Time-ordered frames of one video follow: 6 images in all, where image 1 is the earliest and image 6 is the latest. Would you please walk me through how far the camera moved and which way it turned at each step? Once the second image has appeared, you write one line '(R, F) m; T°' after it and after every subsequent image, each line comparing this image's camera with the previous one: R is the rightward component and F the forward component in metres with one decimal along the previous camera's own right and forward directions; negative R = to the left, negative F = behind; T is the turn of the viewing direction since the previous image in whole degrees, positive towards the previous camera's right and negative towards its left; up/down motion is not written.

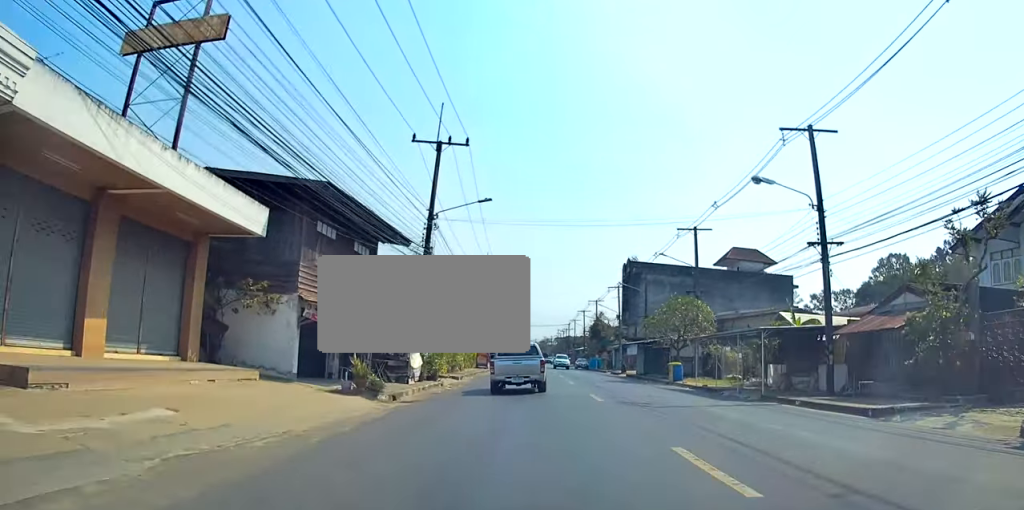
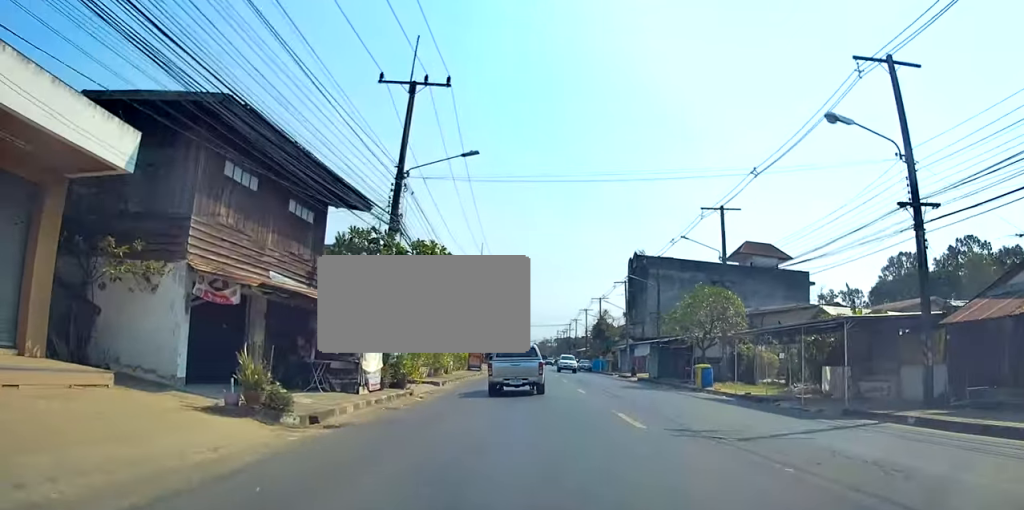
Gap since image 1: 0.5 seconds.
(0.0, +6.1) m; 0°
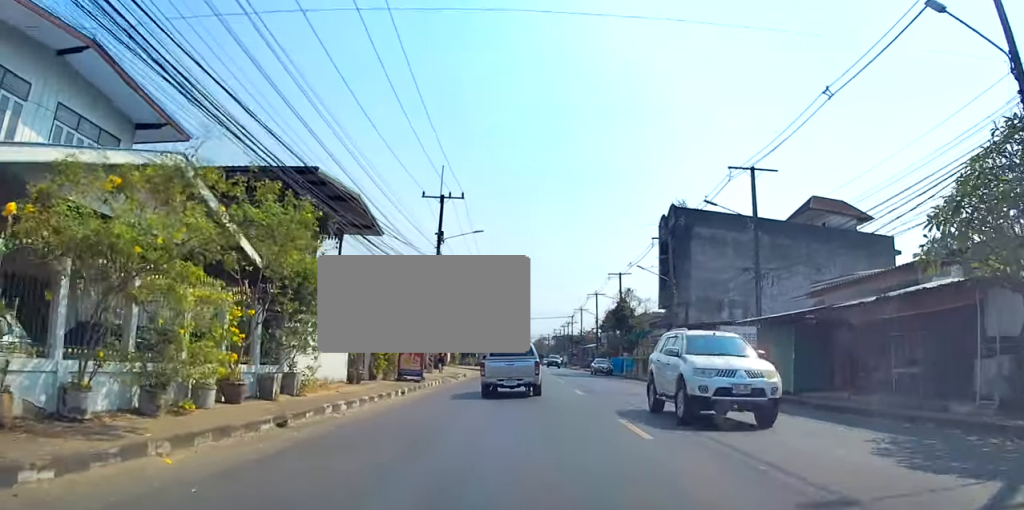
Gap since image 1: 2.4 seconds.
(+0.2, +23.7) m; +1°
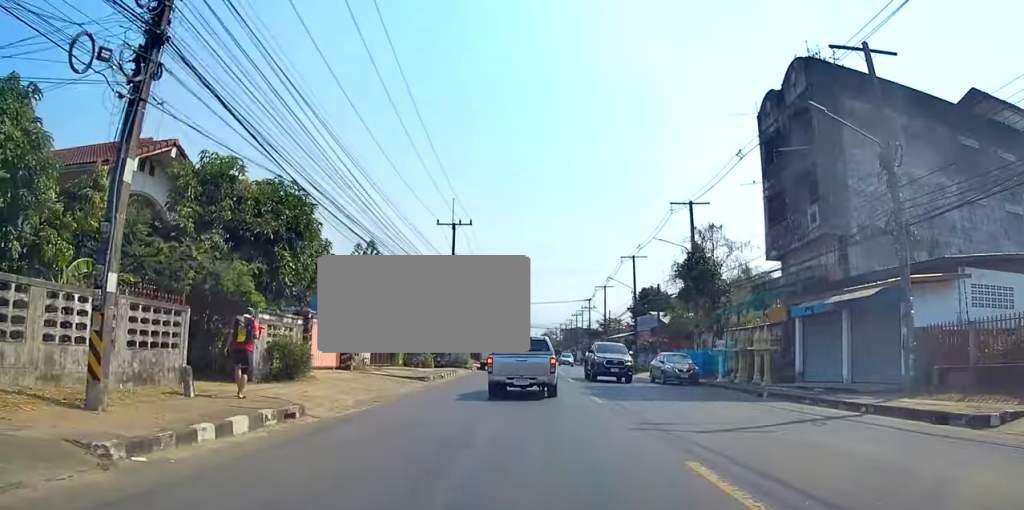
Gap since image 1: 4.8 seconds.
(-0.3, +27.7) m; 0°
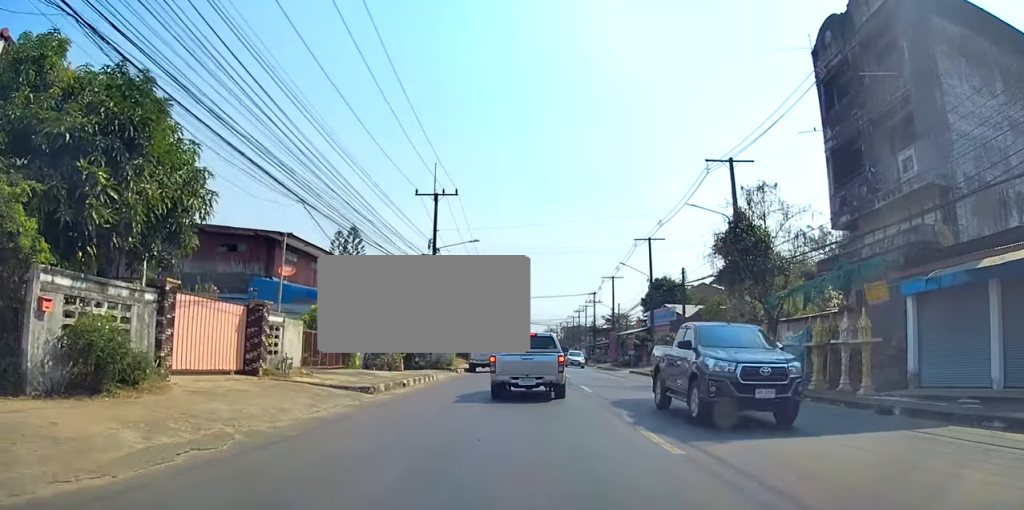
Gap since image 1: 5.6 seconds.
(+0.1, +8.2) m; +1°
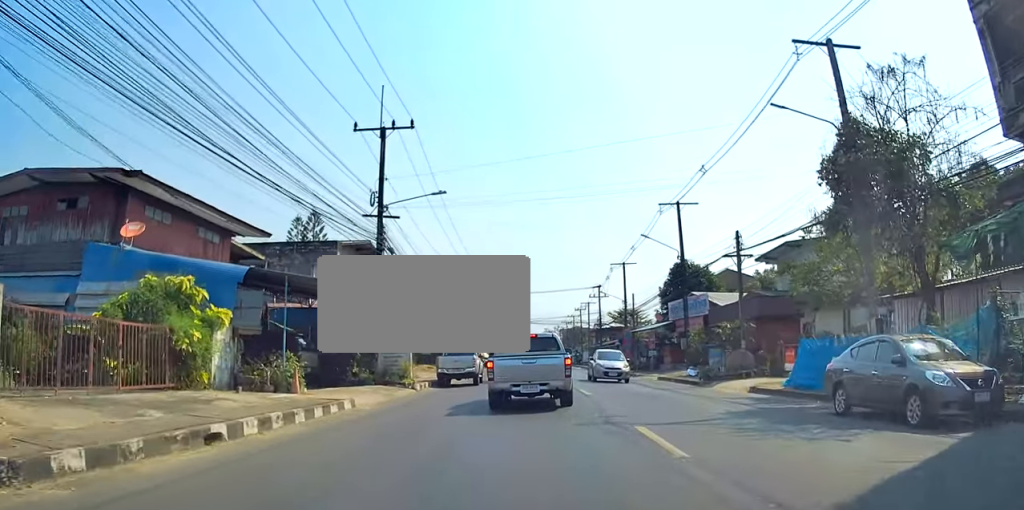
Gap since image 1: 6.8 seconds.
(+0.1, +13.0) m; -1°
